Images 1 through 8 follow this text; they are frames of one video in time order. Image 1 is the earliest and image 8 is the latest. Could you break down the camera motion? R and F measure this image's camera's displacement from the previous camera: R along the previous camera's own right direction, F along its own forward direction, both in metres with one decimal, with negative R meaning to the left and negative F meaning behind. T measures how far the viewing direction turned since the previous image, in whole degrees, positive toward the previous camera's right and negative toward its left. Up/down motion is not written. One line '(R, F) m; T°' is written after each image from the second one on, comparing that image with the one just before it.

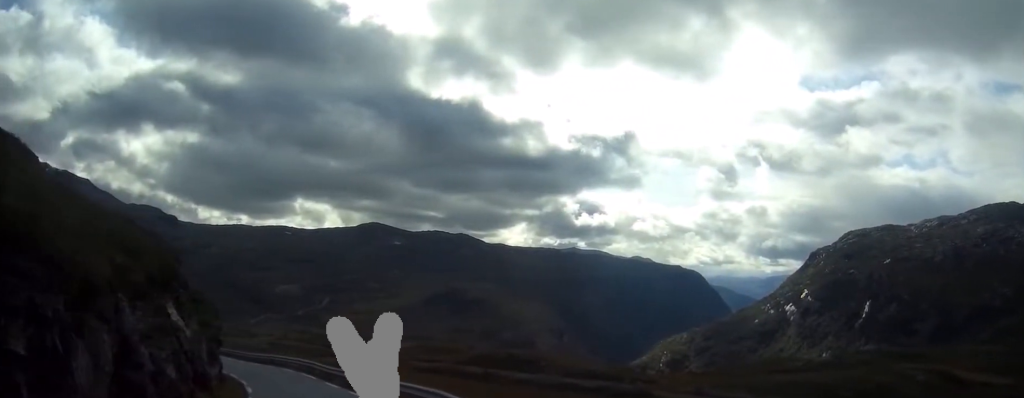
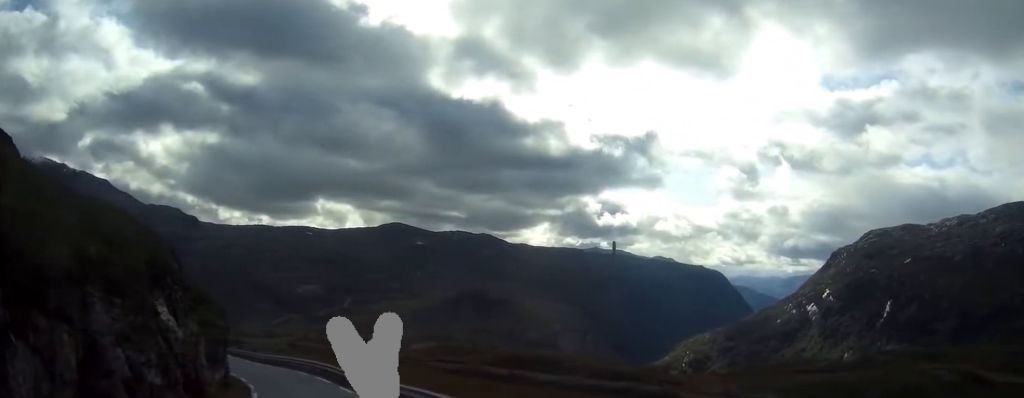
(0.0, +2.6) m; -1°
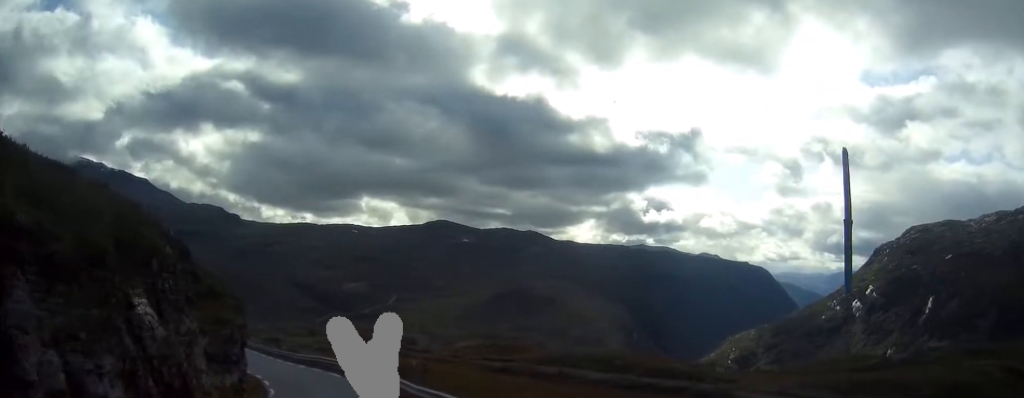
(-0.1, +4.5) m; -5°
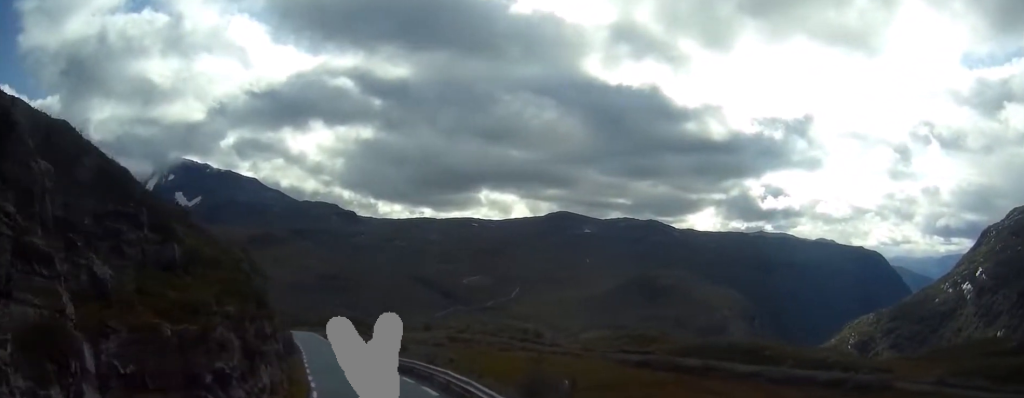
(-1.7, +13.8) m; -11°
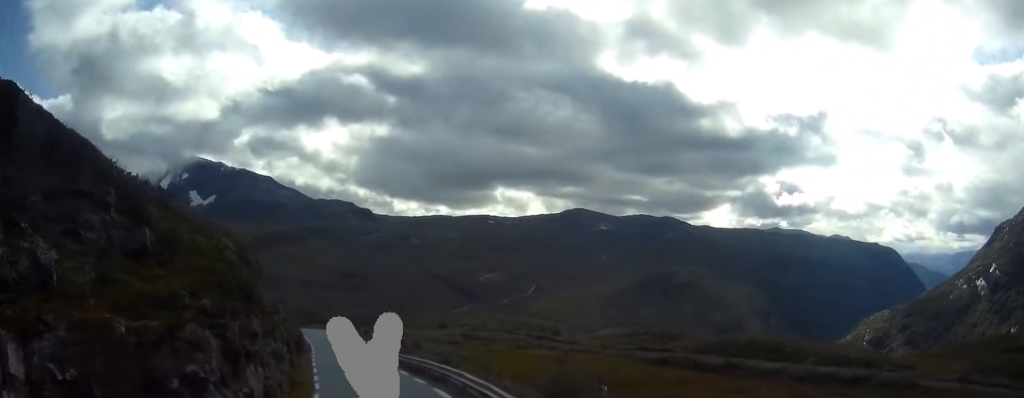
(-0.1, +2.5) m; -1°
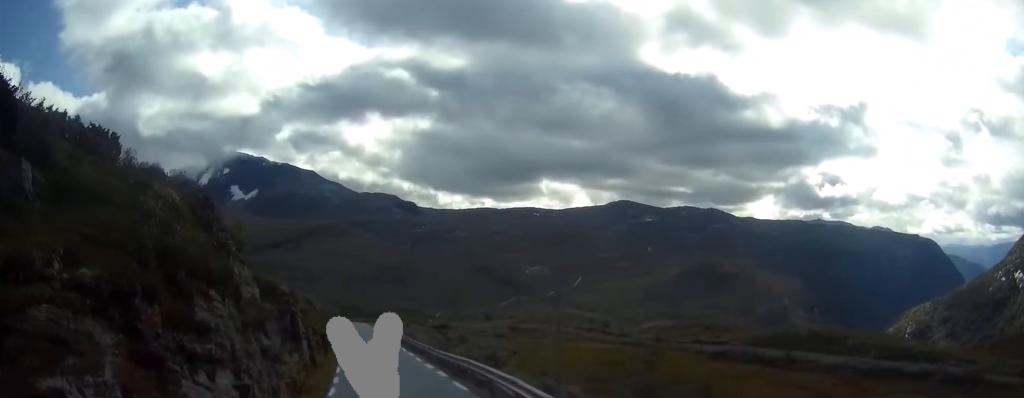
(-0.1, +6.1) m; -2°
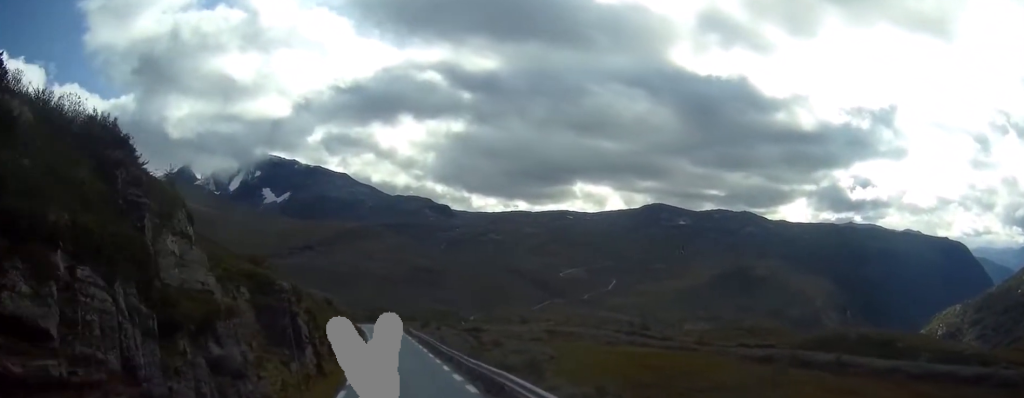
(-0.1, +5.8) m; -3°
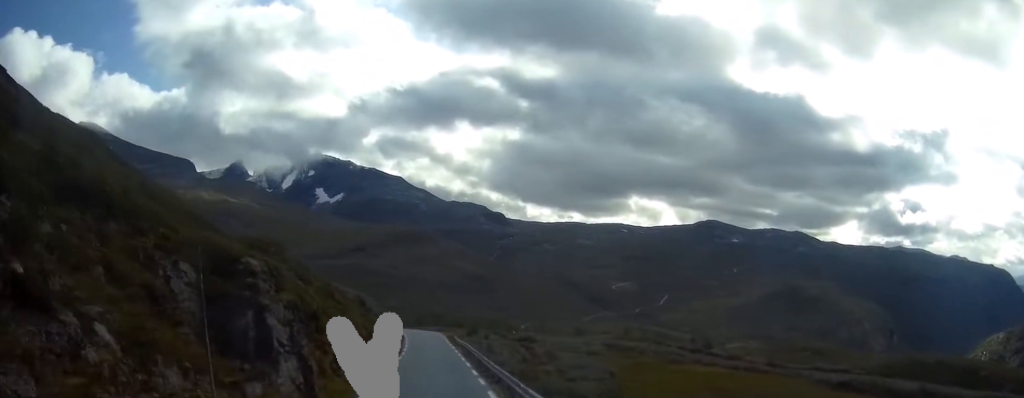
(-0.4, +10.3) m; -3°
